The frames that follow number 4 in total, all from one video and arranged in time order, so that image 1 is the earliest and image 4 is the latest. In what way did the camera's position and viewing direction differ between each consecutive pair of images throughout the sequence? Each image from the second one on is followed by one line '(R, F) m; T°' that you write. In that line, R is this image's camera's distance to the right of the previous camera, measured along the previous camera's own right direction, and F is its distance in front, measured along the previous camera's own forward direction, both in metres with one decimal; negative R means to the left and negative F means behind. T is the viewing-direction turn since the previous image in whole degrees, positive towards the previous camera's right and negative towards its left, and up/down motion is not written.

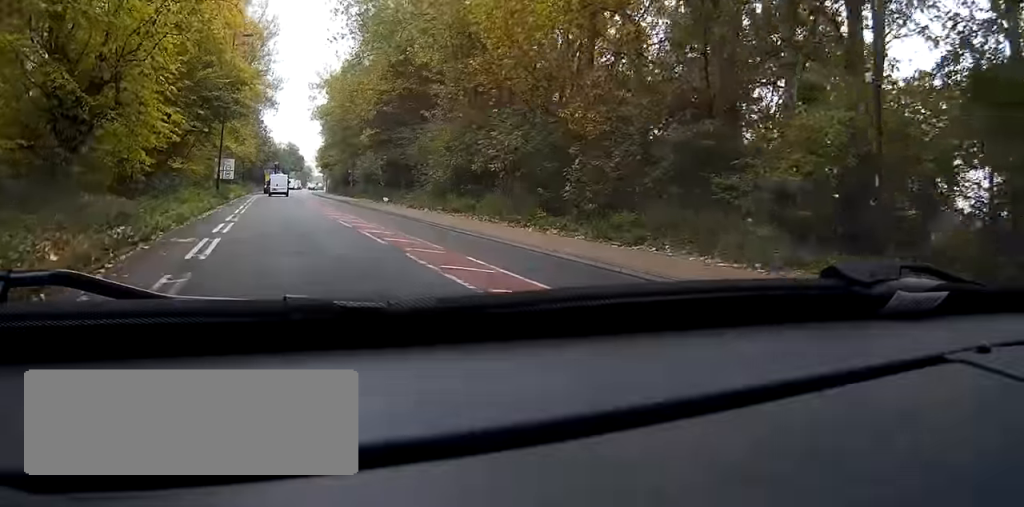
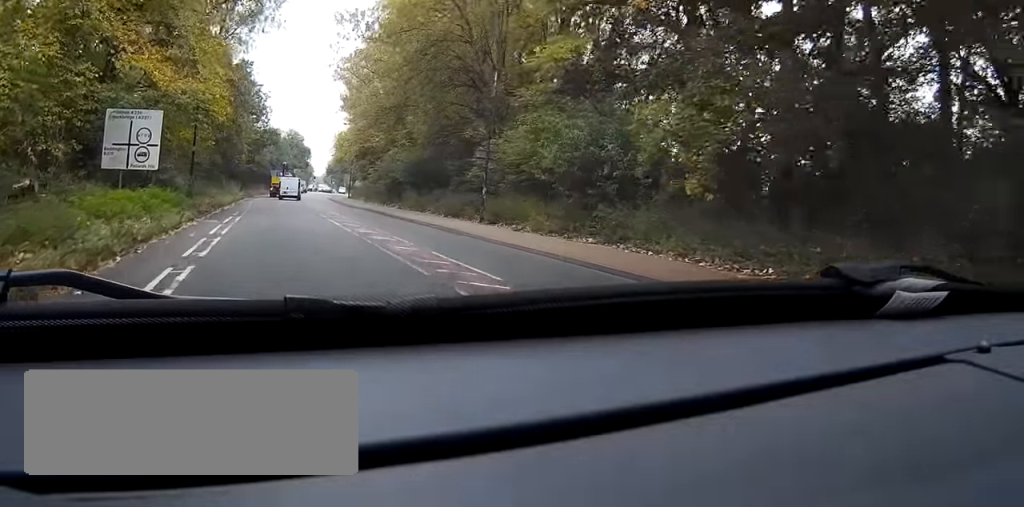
(+0.6, +50.9) m; +2°
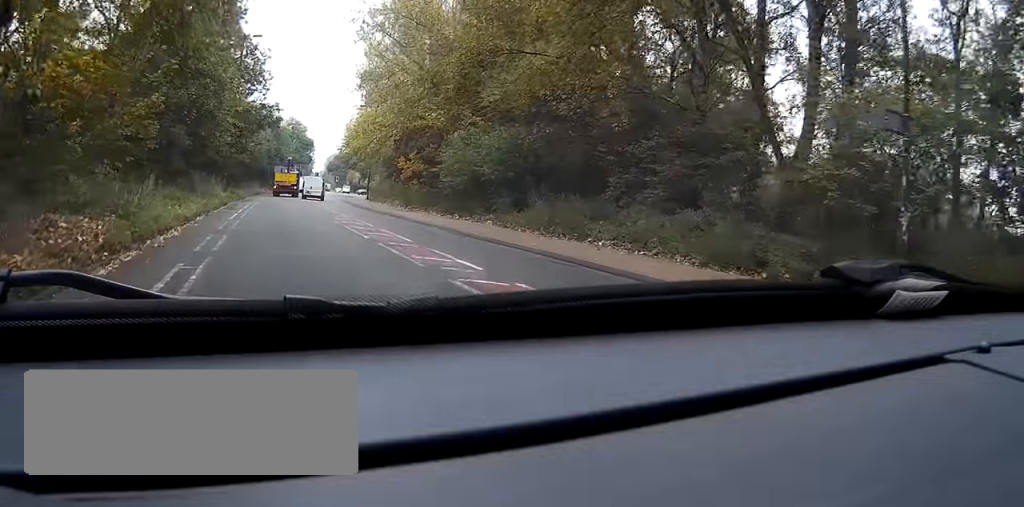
(0.0, +22.0) m; 0°
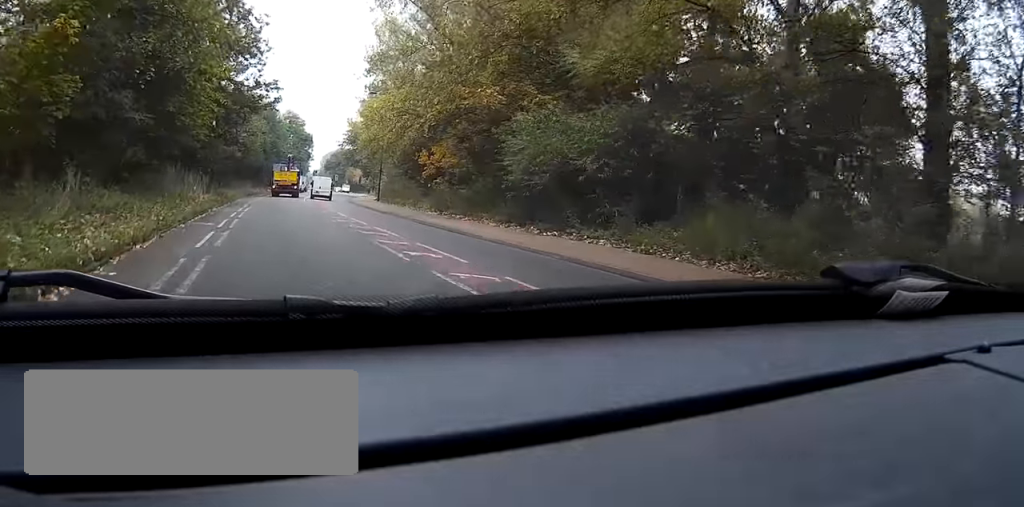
(0.0, +11.0) m; 0°
